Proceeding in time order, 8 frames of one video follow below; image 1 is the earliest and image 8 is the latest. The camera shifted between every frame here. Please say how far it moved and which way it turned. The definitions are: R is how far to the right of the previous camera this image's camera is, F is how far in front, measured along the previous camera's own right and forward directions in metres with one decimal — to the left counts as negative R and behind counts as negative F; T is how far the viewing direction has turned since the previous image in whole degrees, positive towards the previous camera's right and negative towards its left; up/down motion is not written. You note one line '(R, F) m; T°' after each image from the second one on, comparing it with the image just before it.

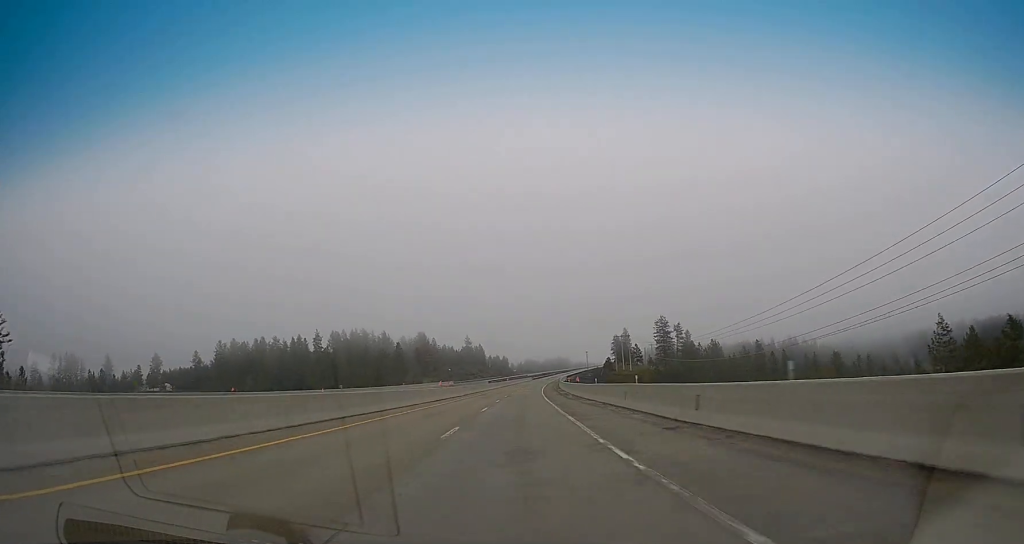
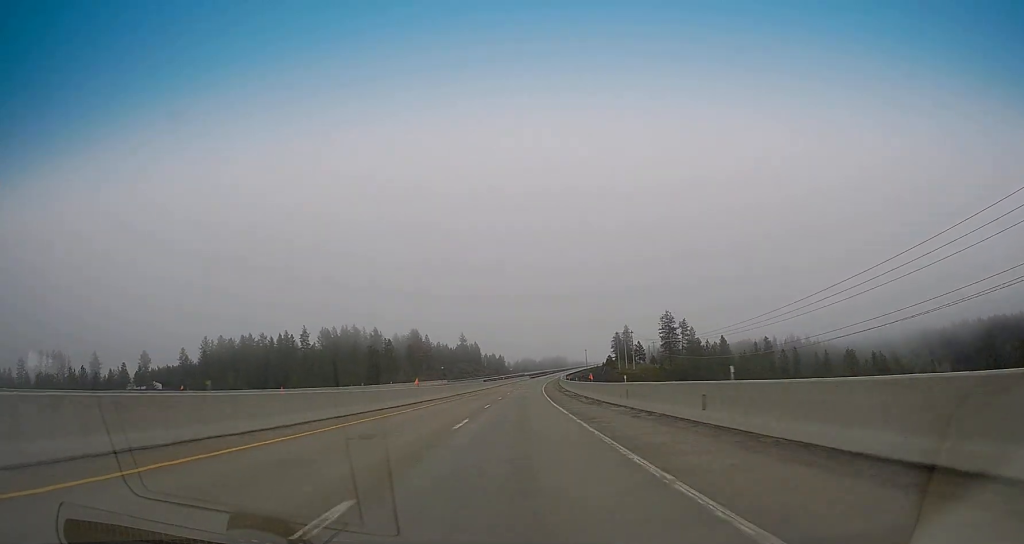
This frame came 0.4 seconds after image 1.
(+0.1, +12.6) m; 0°
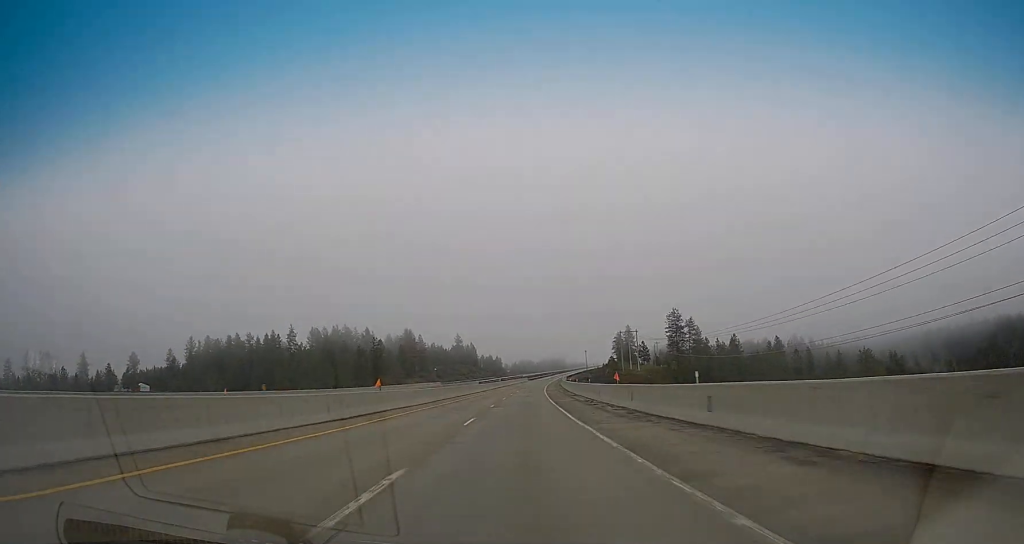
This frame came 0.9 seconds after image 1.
(0.0, +12.6) m; 0°
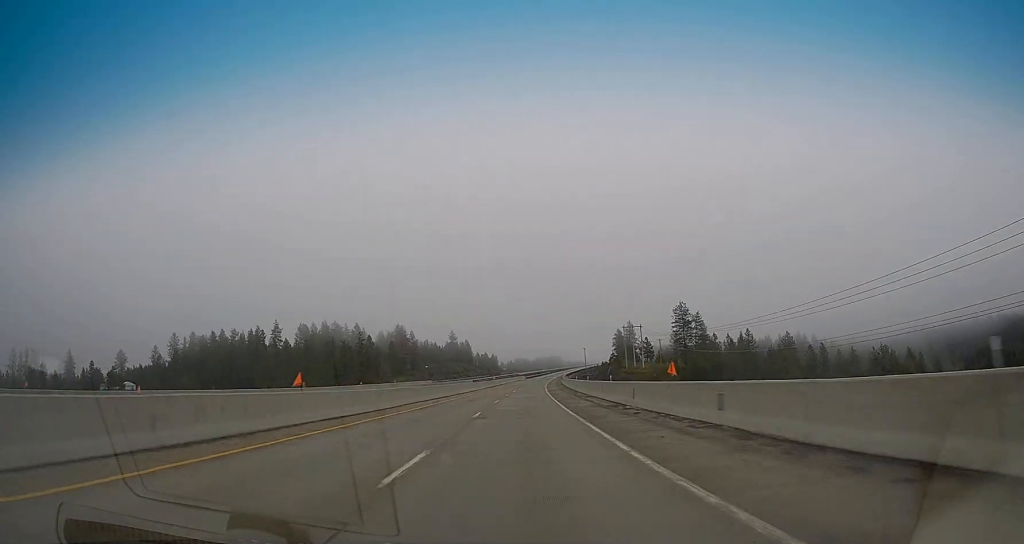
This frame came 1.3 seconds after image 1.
(0.0, +12.6) m; 0°
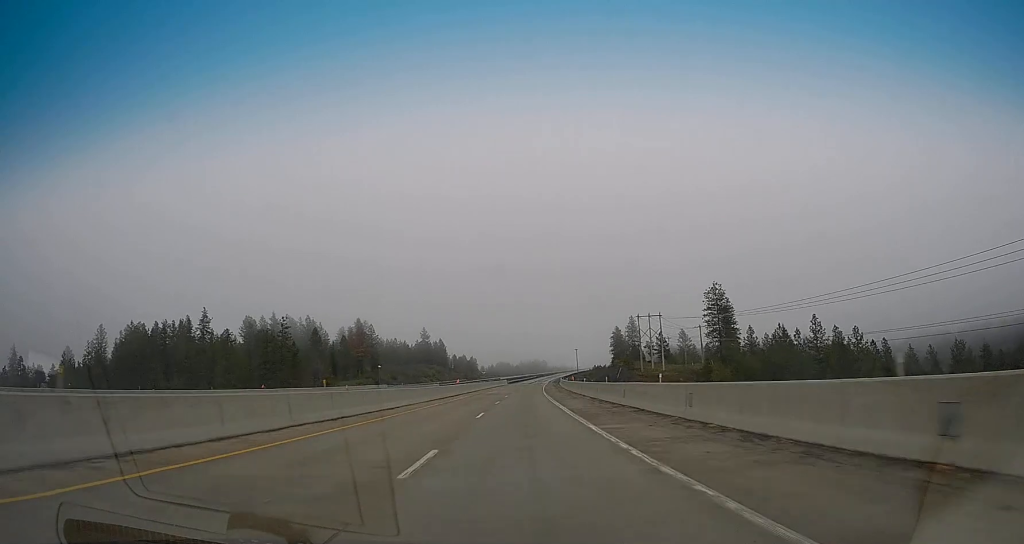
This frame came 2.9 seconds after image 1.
(+0.5, +45.7) m; +2°
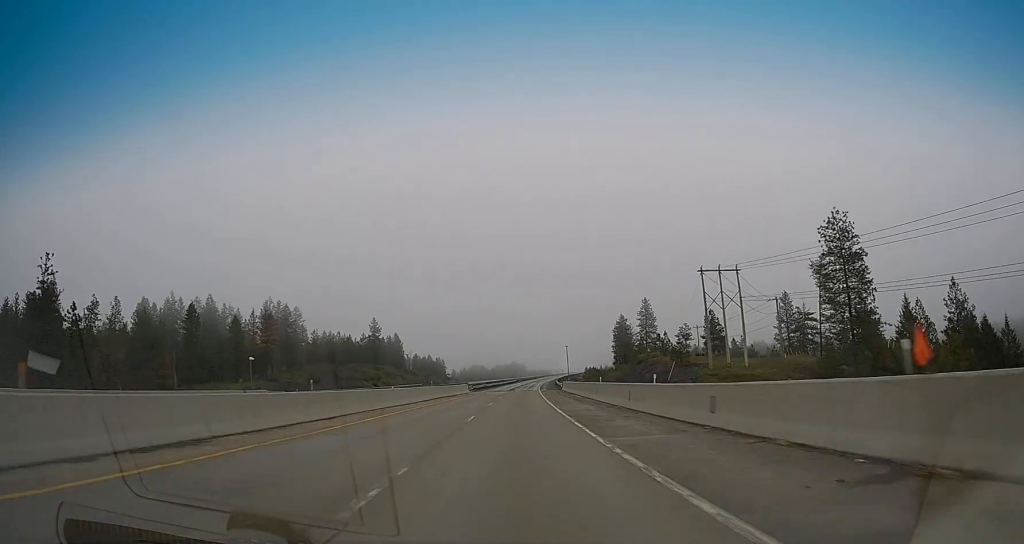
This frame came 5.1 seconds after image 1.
(+1.1, +64.0) m; +2°
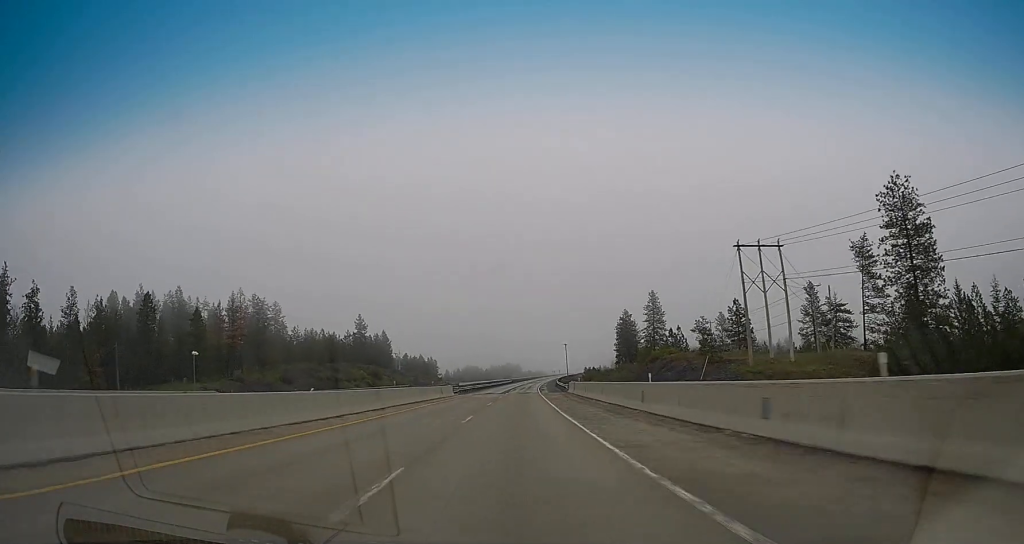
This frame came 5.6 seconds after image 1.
(+0.2, +15.5) m; +1°
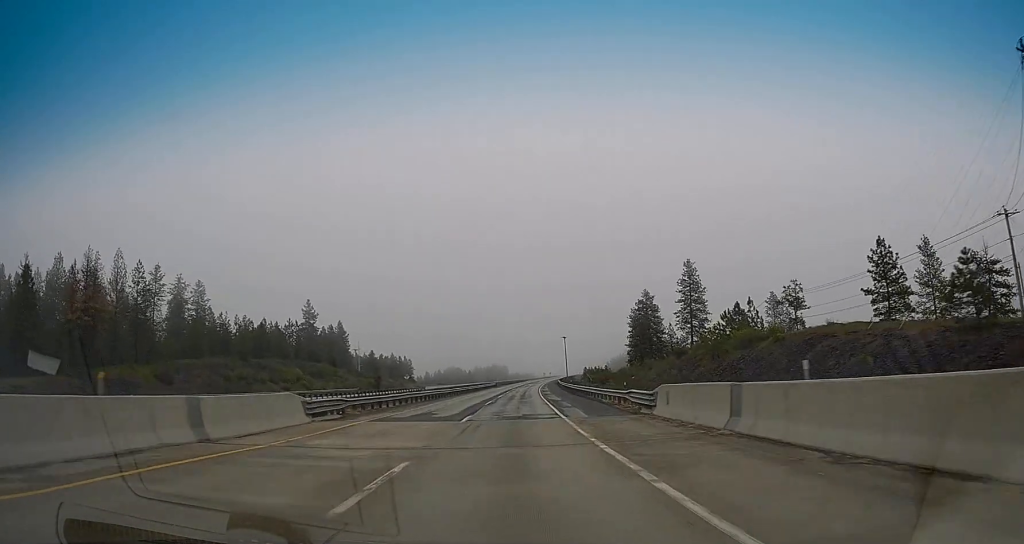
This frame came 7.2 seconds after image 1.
(+0.6, +45.7) m; +1°
